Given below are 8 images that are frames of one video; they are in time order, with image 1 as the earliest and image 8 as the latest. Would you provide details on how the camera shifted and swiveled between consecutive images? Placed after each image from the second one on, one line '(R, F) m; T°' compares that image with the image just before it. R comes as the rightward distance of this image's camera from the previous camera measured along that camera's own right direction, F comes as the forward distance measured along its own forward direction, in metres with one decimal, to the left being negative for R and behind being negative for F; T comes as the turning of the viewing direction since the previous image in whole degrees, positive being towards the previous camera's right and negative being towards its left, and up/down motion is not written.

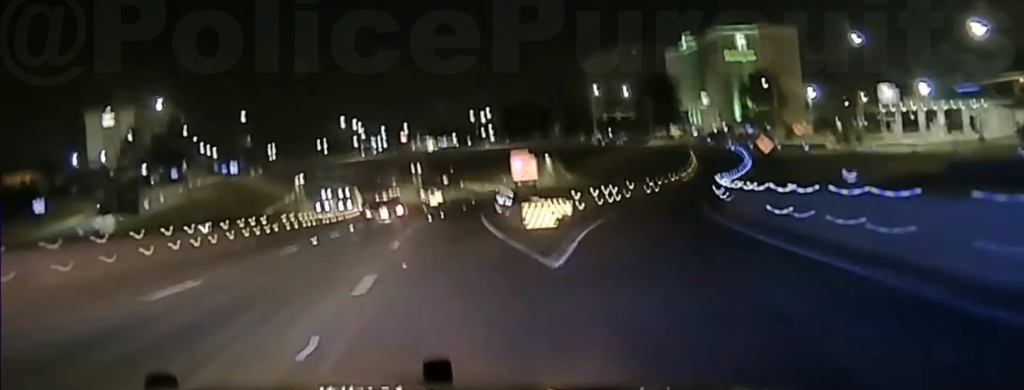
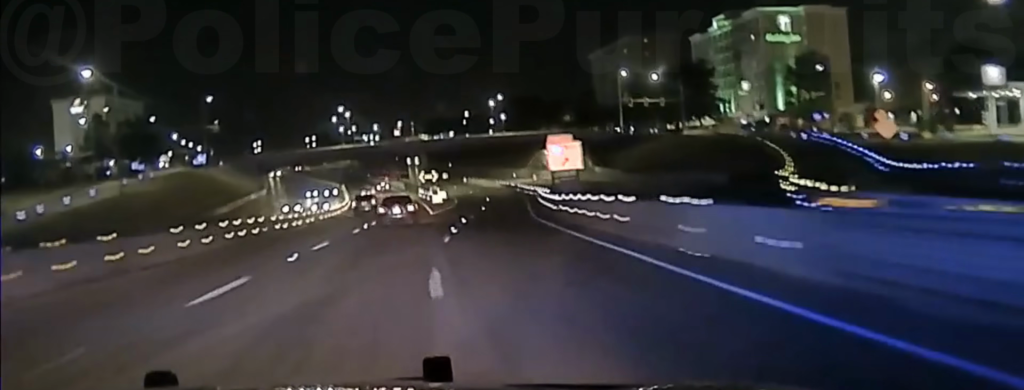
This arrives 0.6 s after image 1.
(-0.2, +29.0) m; 0°
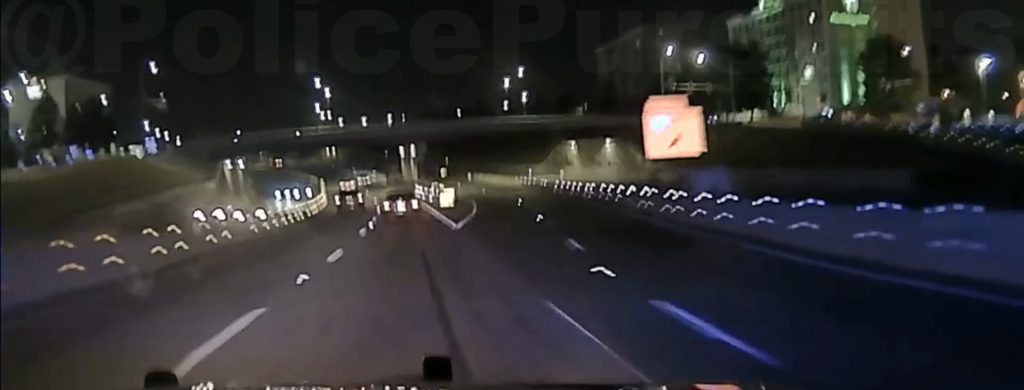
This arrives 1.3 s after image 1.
(+0.1, +29.4) m; 0°
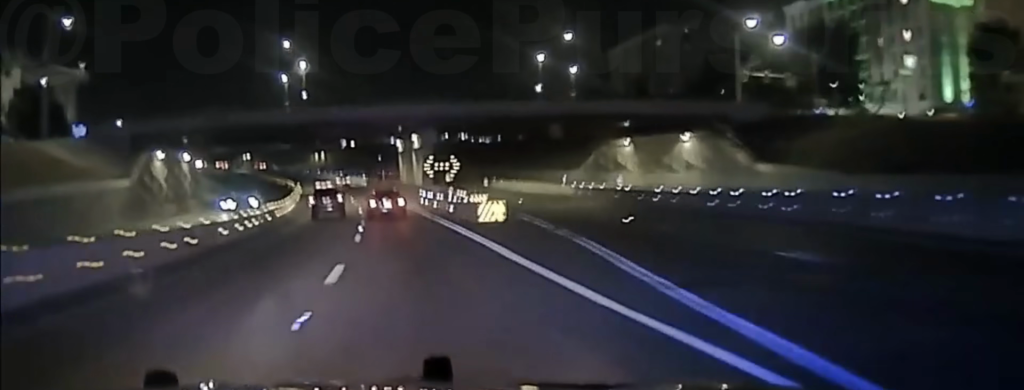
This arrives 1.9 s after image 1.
(+0.1, +27.7) m; 0°
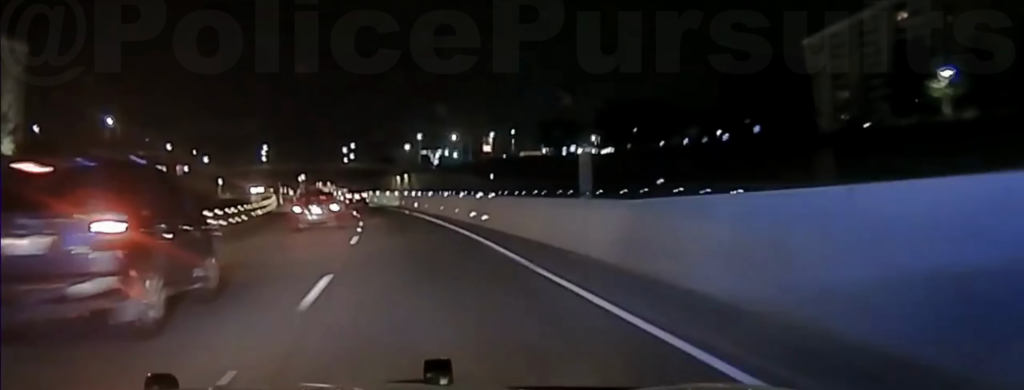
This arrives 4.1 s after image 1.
(-0.9, +86.2) m; -3°
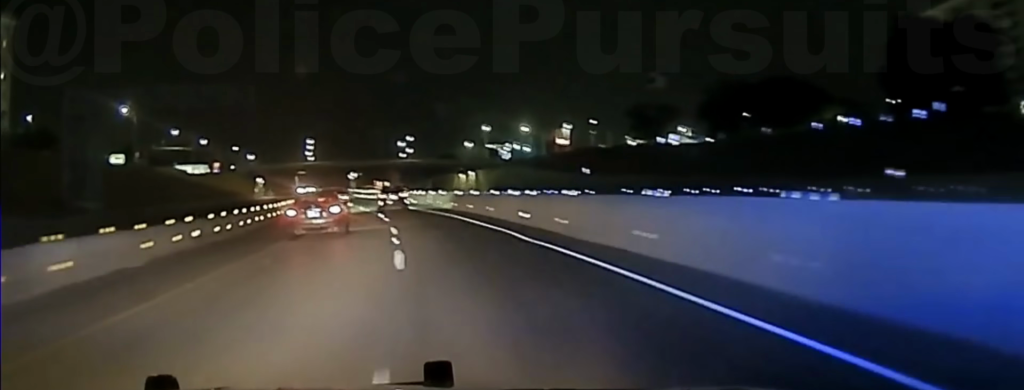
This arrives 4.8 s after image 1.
(-0.4, +32.5) m; -3°
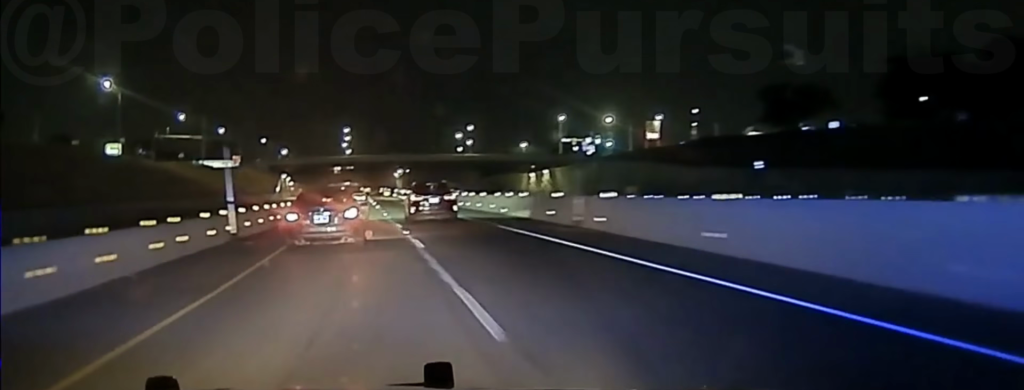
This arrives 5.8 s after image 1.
(-1.9, +44.9) m; -5°
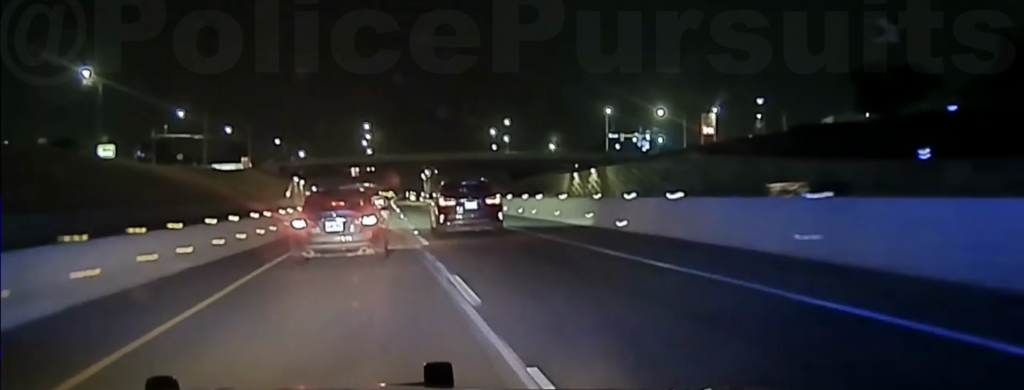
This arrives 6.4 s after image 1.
(-1.1, +24.5) m; -3°
